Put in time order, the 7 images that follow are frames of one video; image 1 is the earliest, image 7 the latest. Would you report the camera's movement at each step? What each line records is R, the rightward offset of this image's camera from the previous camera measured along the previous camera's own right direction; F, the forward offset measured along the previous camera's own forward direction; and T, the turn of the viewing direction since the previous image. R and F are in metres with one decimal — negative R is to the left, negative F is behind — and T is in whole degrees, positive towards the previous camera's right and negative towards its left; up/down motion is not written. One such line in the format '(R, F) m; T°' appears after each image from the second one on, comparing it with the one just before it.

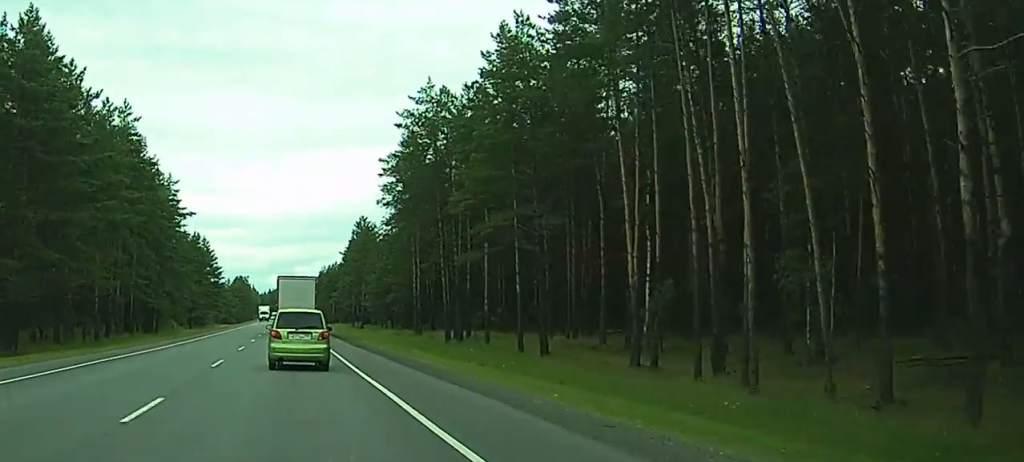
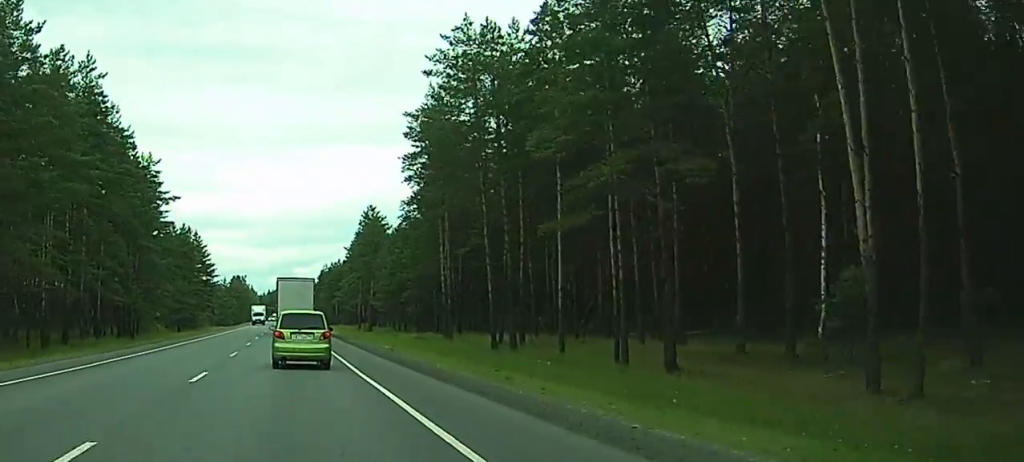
(0.0, +16.9) m; 0°
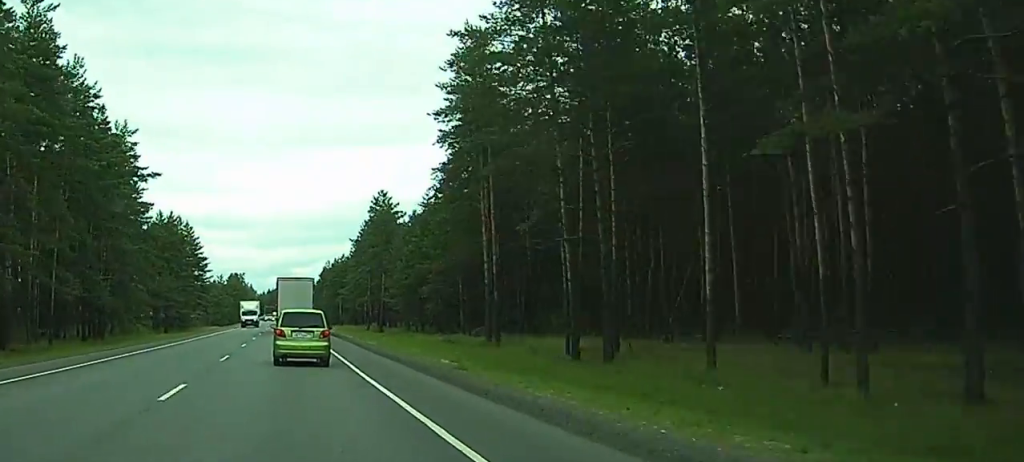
(0.0, +16.2) m; 0°
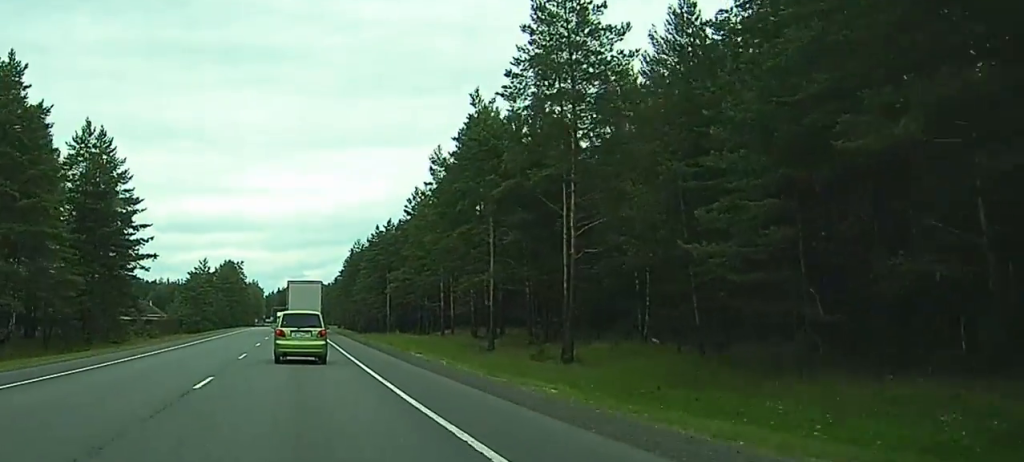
(-0.4, +80.8) m; -1°
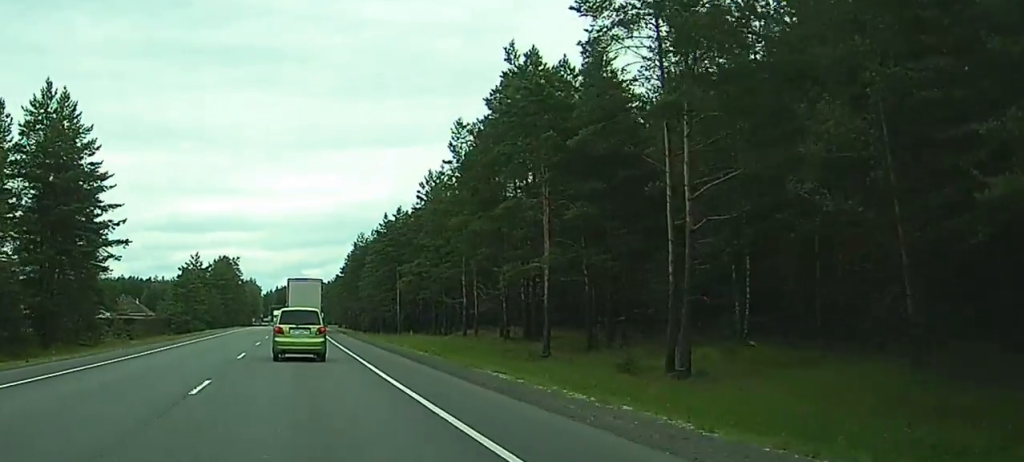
(0.0, +13.4) m; 0°
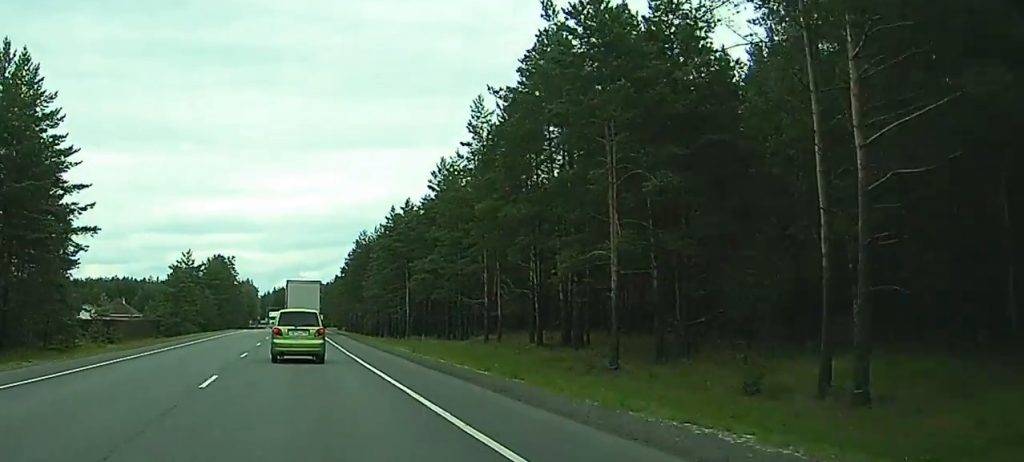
(0.0, +10.5) m; 0°
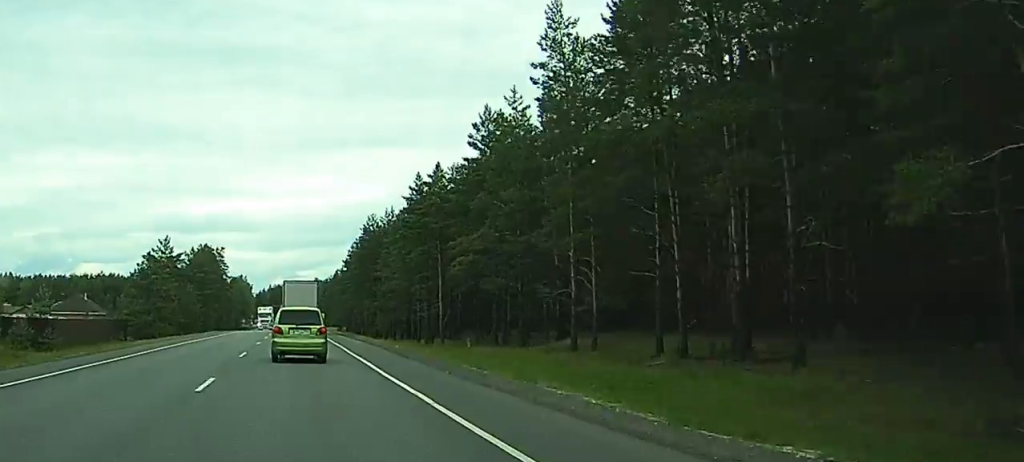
(0.0, +24.7) m; 0°
